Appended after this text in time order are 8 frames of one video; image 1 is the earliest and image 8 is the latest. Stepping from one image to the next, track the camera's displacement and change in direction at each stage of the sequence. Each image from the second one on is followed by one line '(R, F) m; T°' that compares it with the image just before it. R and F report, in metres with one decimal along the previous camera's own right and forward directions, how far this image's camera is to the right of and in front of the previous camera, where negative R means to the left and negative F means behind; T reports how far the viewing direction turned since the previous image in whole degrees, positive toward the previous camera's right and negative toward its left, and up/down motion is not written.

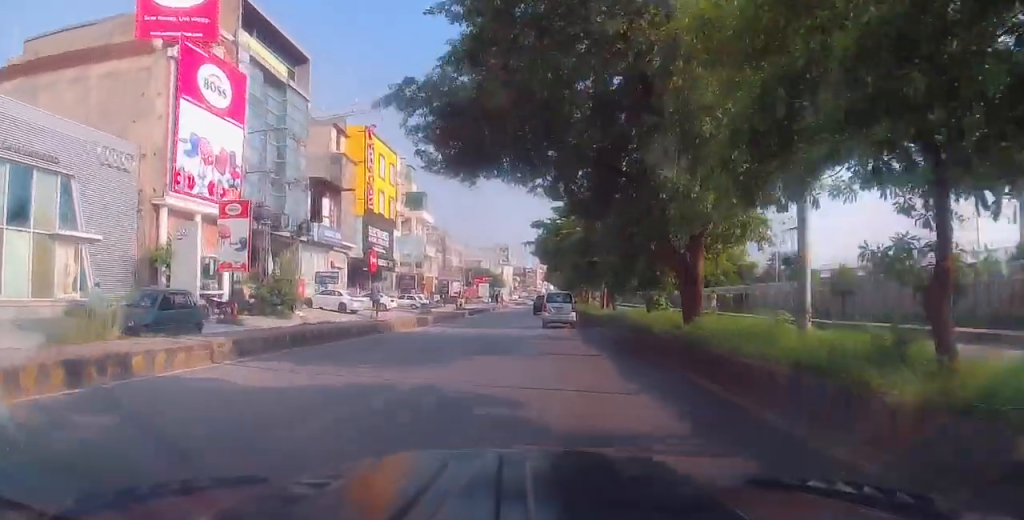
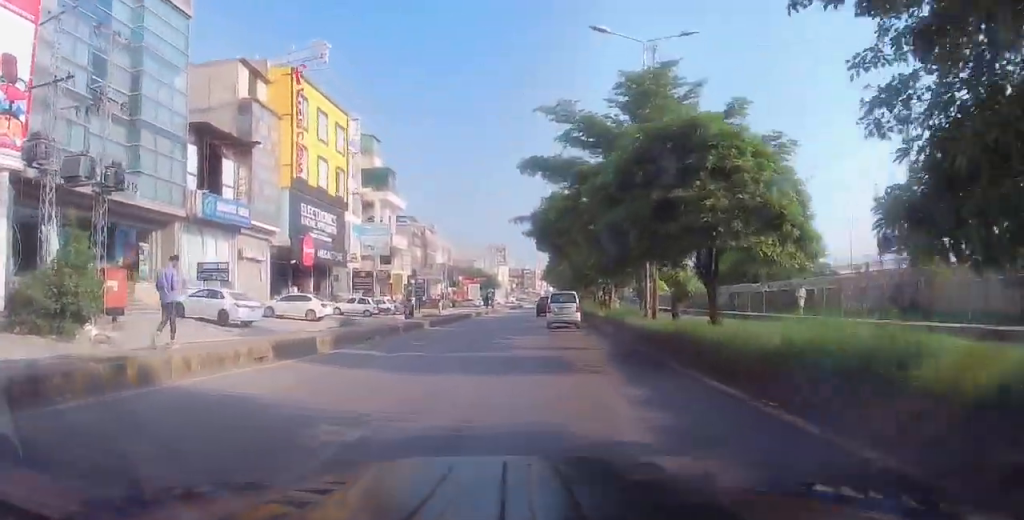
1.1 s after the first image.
(-0.3, +16.3) m; 0°
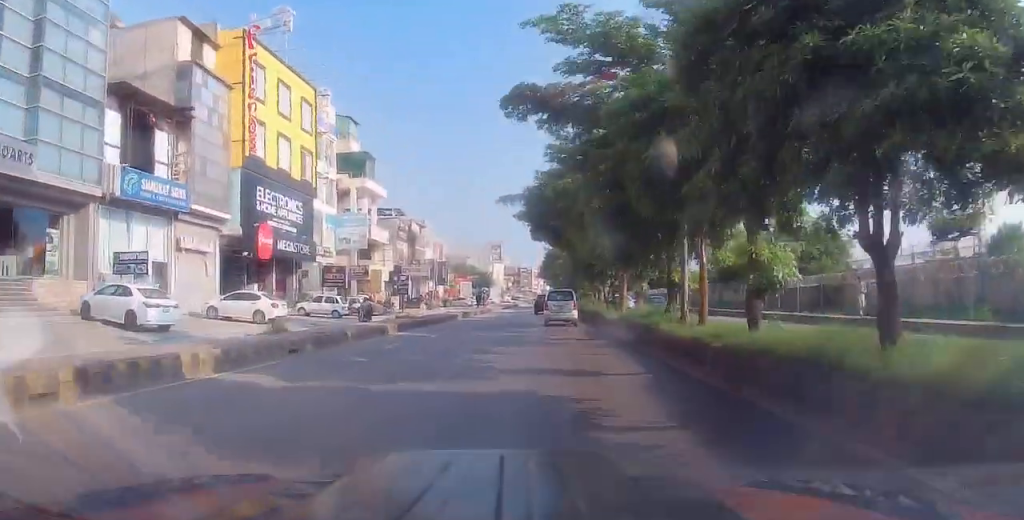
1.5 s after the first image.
(+0.1, +6.3) m; +1°
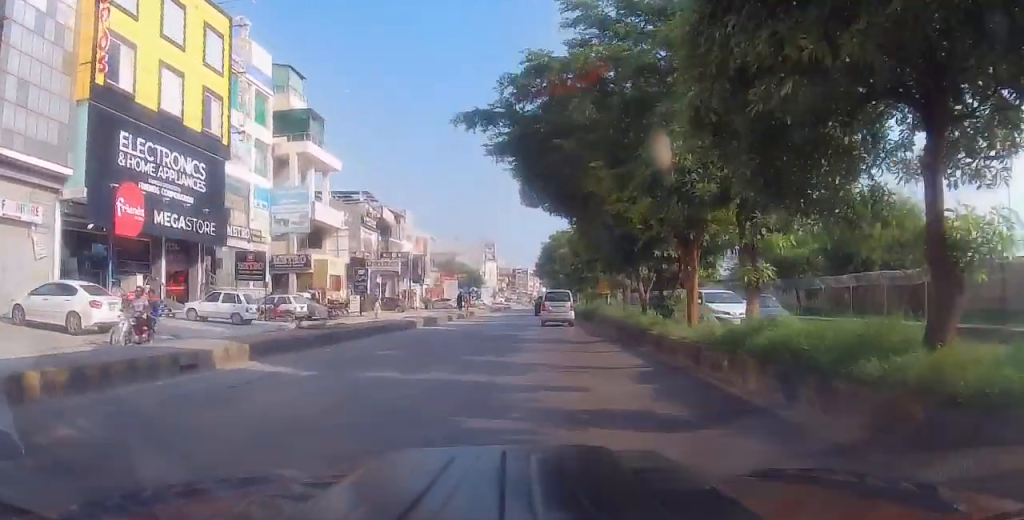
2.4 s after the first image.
(+0.2, +12.7) m; 0°
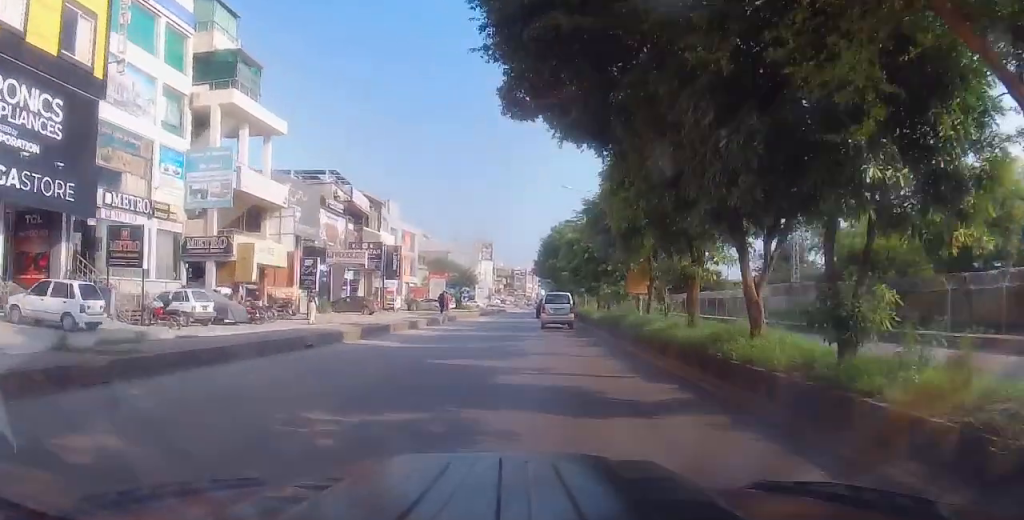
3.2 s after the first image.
(+0.1, +10.7) m; -1°
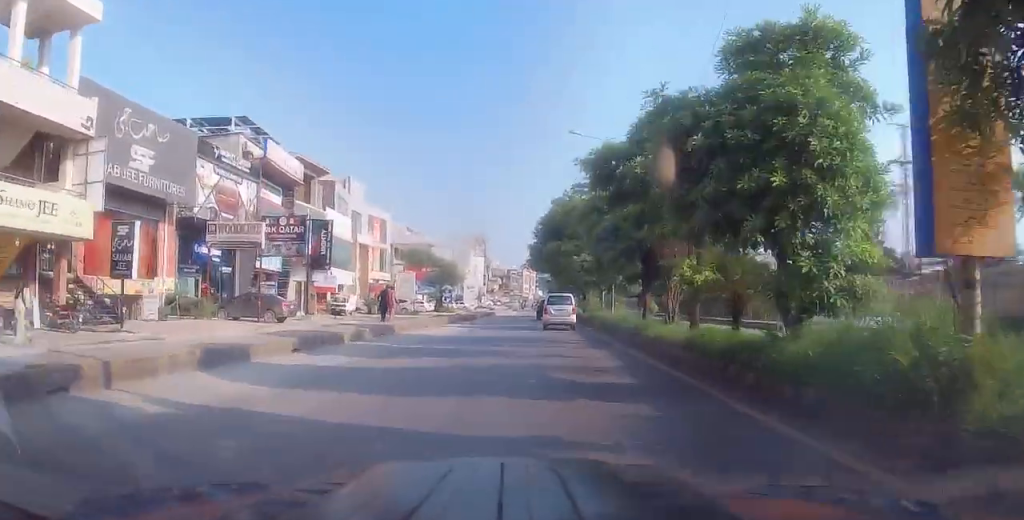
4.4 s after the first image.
(-0.4, +17.1) m; 0°
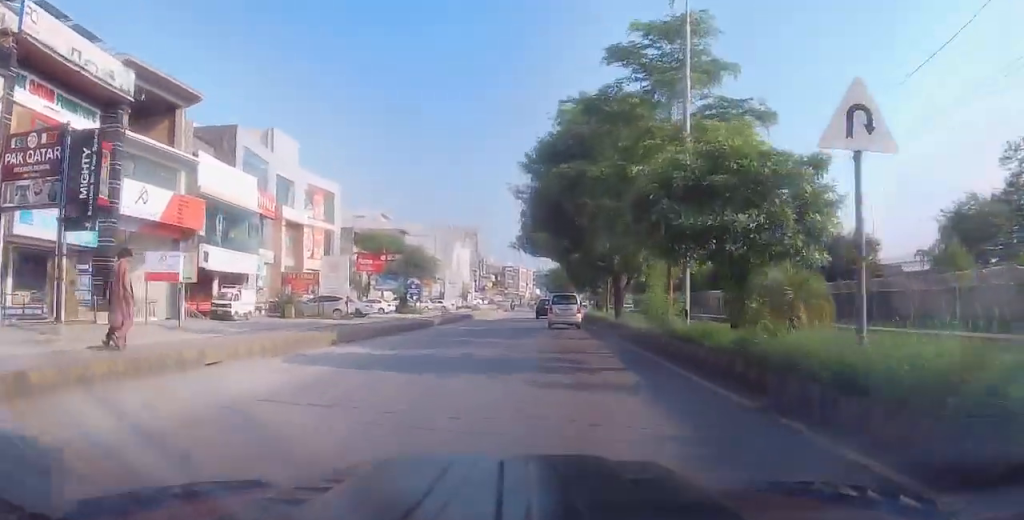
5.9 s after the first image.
(+0.1, +20.4) m; 0°
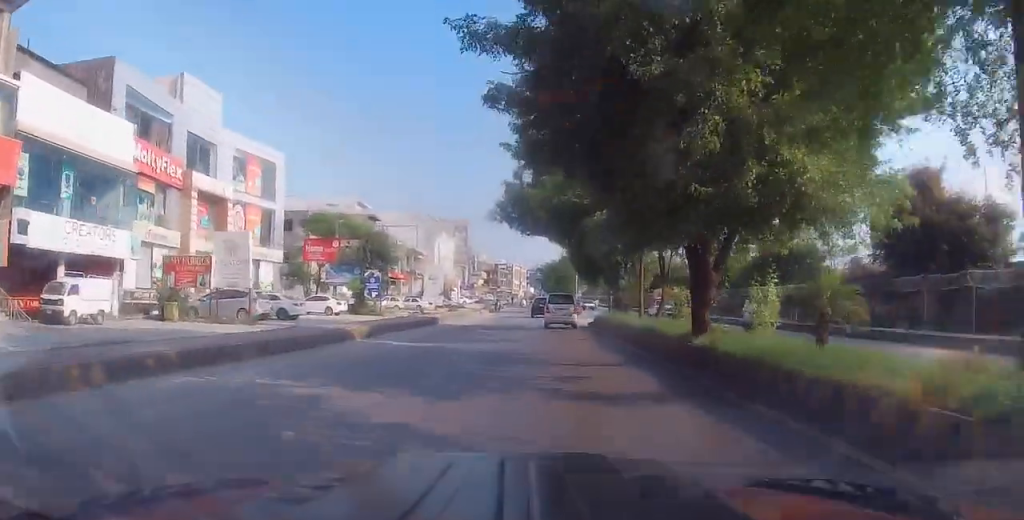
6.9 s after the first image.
(+0.2, +13.6) m; 0°
